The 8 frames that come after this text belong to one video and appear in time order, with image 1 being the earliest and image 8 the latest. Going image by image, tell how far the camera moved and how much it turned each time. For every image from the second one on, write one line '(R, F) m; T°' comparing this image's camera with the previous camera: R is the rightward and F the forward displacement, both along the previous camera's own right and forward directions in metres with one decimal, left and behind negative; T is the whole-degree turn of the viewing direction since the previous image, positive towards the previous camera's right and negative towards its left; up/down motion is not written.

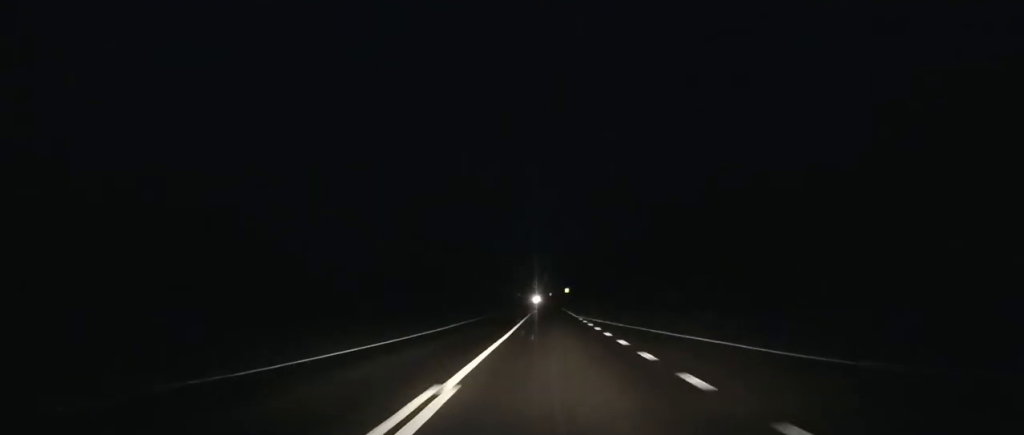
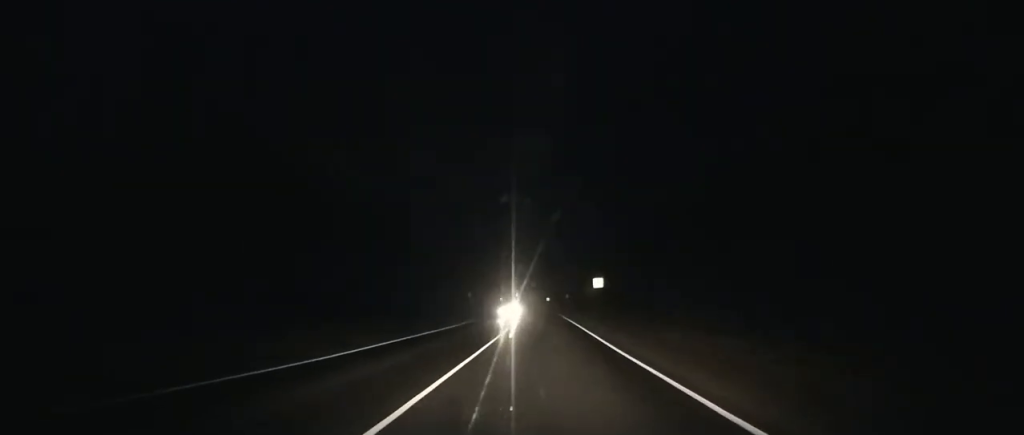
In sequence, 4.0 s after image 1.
(+0.3, +114.3) m; 0°
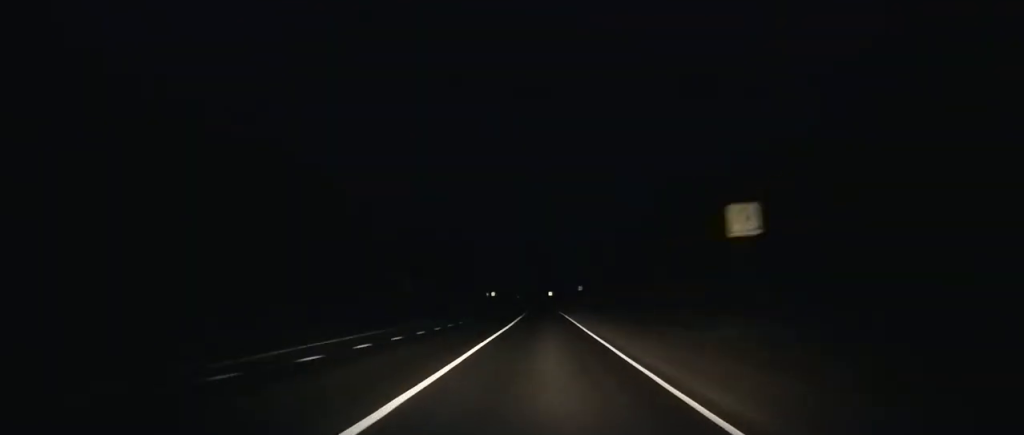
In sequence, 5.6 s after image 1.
(0.0, +47.2) m; 0°
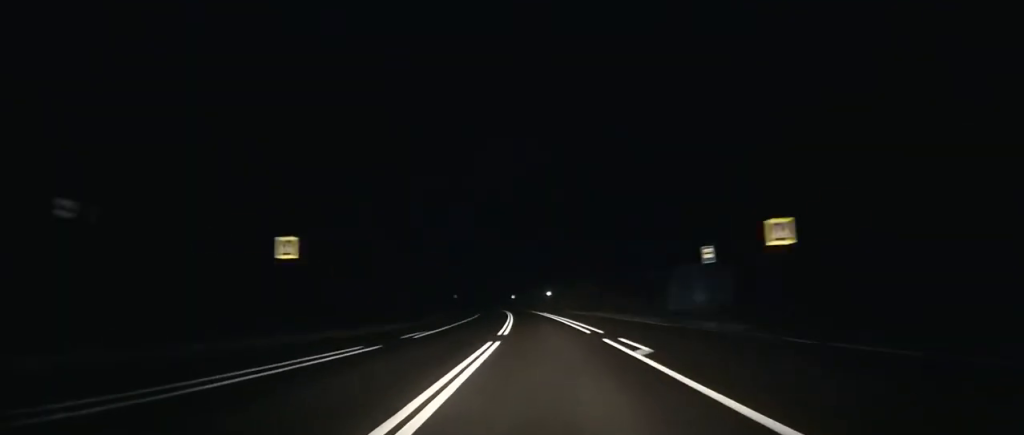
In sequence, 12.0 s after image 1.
(-5.6, +185.2) m; -6°
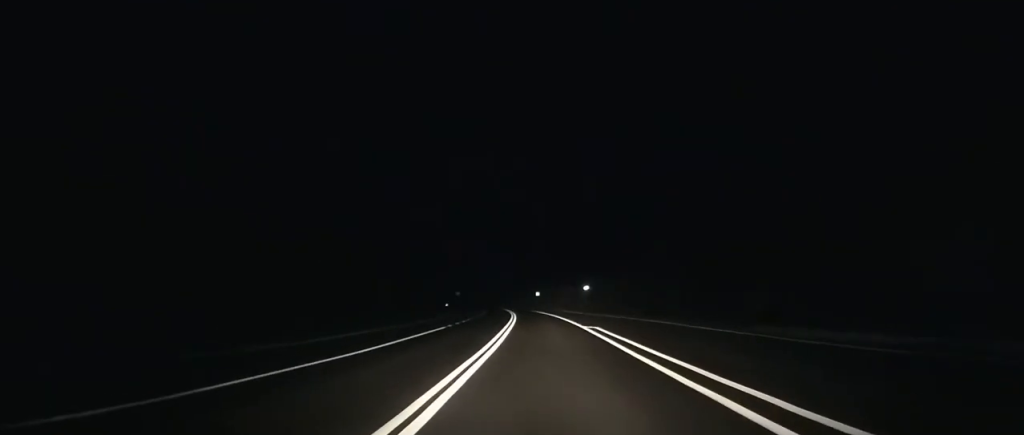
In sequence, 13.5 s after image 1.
(-0.1, +41.5) m; -2°
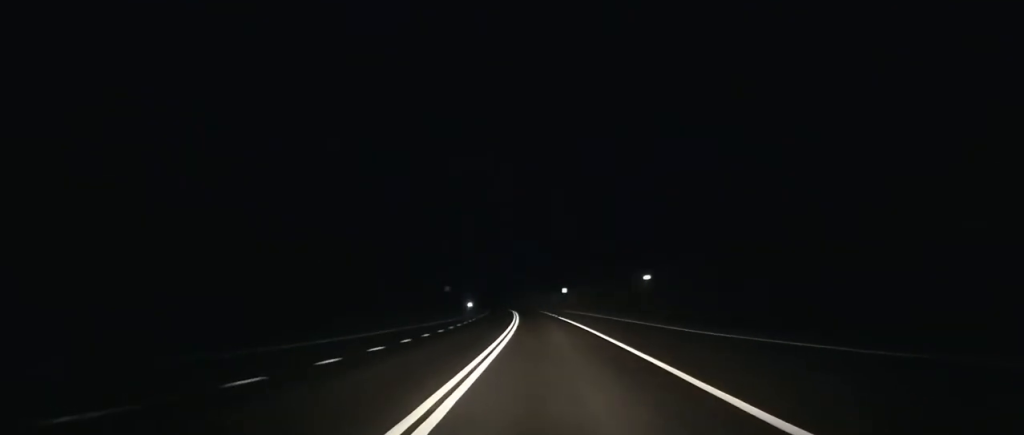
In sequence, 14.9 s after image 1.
(-1.5, +37.3) m; -2°
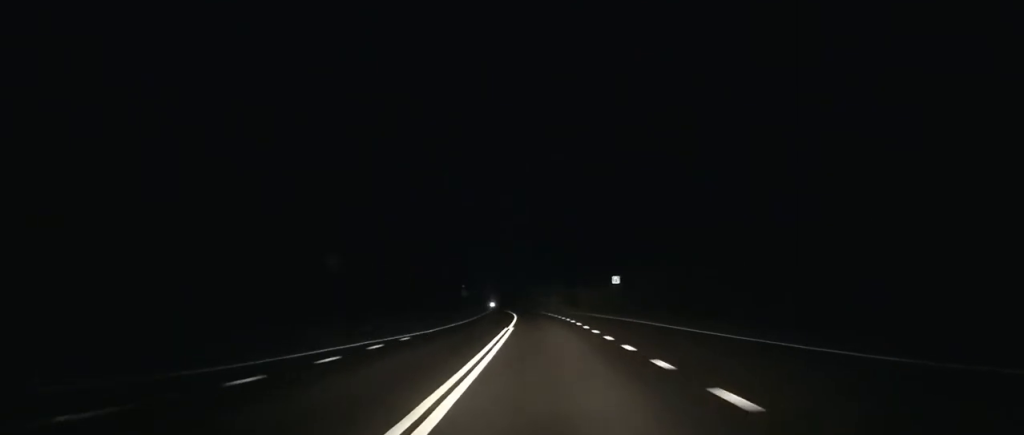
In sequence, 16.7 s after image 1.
(-0.9, +48.0) m; -3°
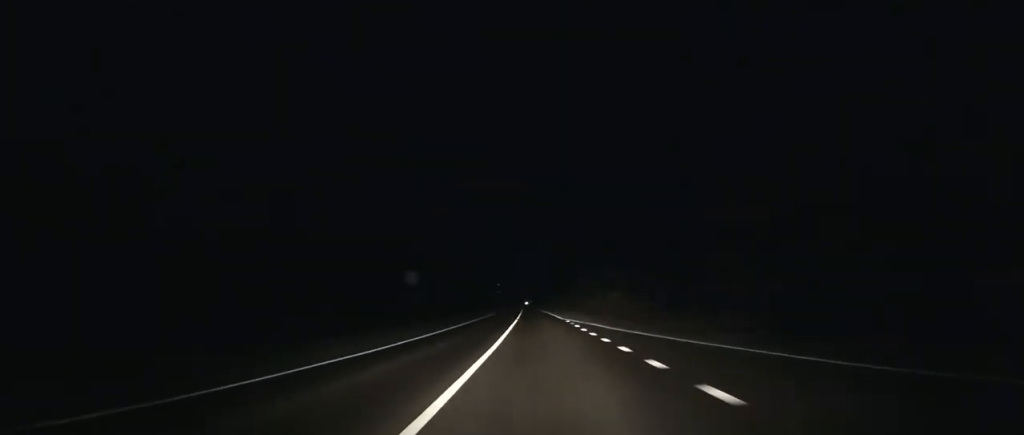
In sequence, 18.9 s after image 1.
(-1.6, +58.2) m; -2°
